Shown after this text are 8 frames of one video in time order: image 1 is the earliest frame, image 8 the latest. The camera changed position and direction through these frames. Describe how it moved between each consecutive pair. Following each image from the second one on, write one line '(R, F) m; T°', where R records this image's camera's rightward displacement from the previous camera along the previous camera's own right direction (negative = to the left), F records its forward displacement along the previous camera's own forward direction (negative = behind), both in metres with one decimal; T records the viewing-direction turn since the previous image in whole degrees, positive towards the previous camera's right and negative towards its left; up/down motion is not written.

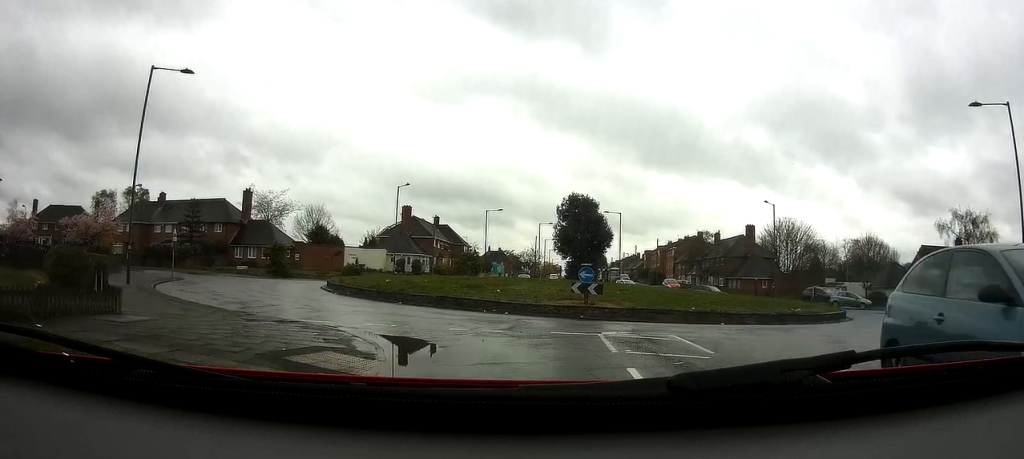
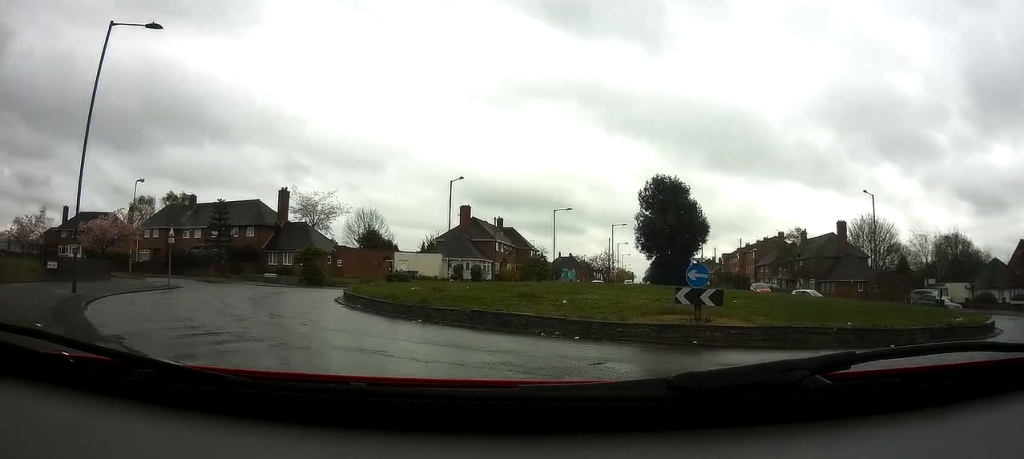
(-0.8, +7.7) m; -16°
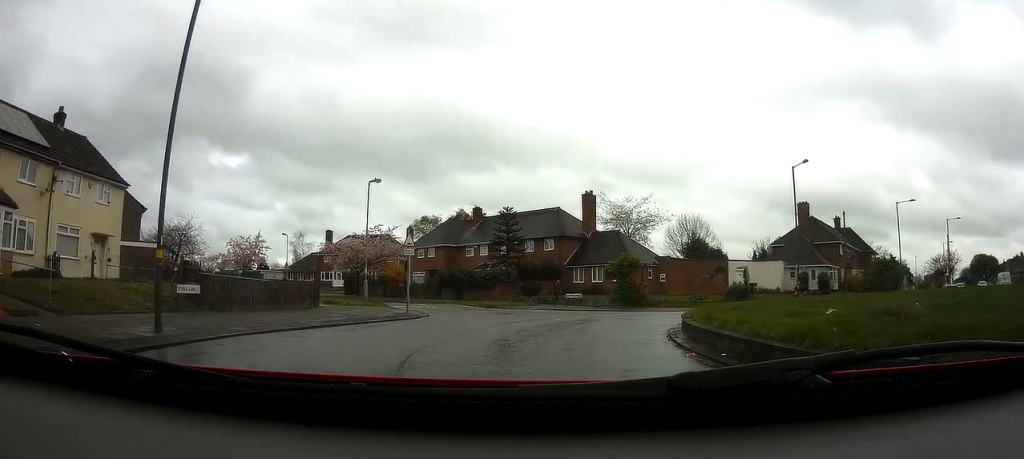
(-2.2, +10.2) m; -15°
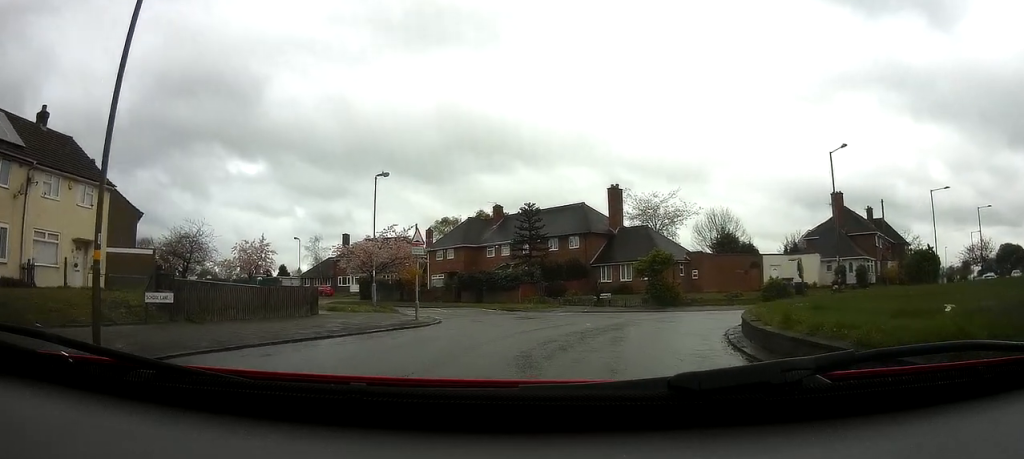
(0.0, +2.6) m; 0°
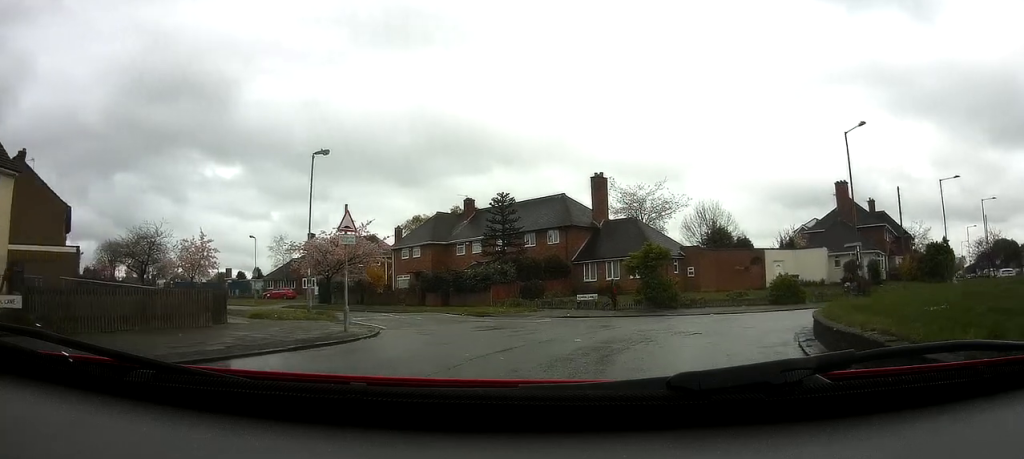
(-0.3, +4.9) m; +1°
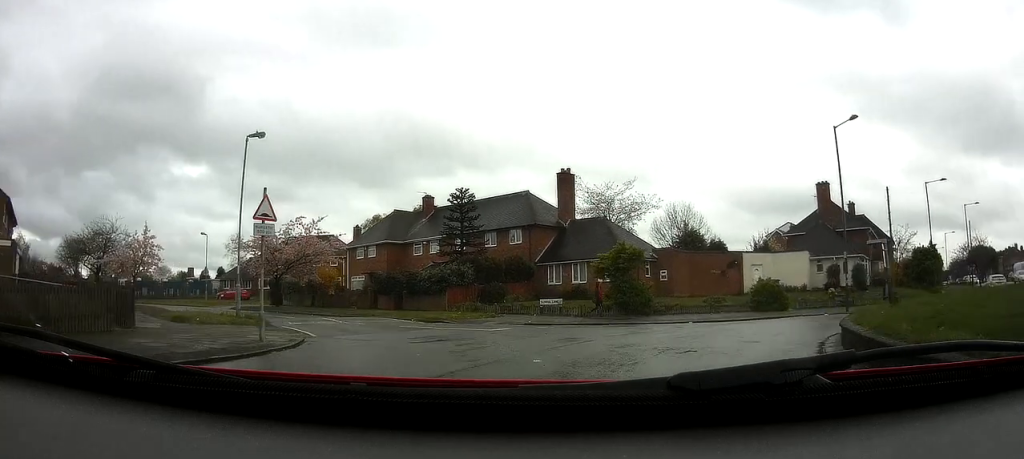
(+0.2, +2.6) m; +4°
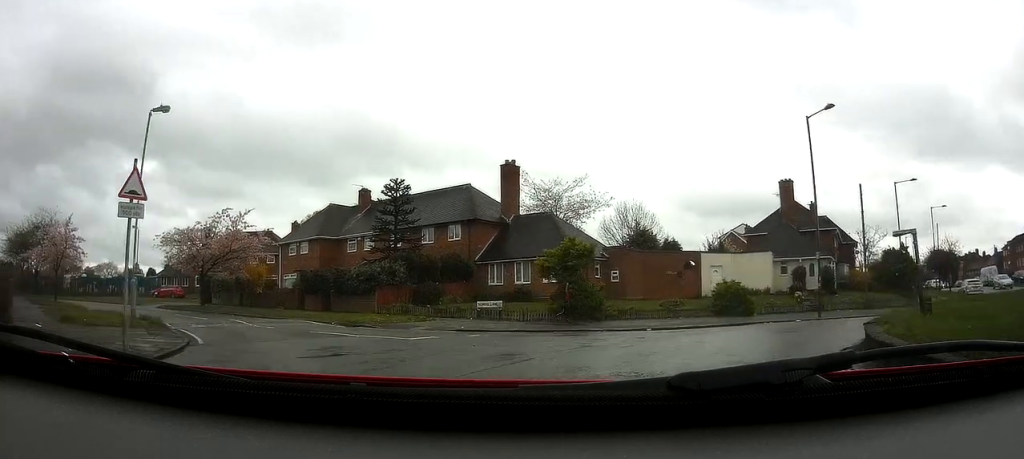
(0.0, +2.8) m; +4°
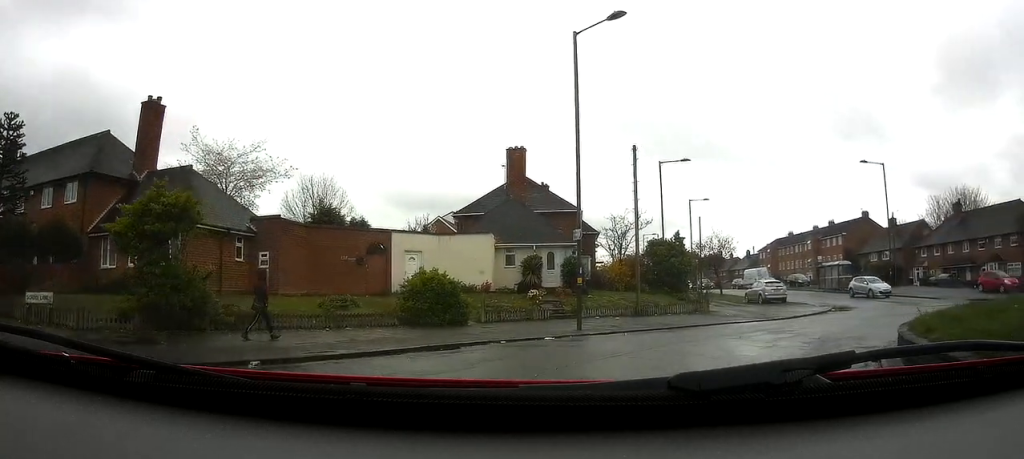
(+2.2, +10.3) m; +27°
